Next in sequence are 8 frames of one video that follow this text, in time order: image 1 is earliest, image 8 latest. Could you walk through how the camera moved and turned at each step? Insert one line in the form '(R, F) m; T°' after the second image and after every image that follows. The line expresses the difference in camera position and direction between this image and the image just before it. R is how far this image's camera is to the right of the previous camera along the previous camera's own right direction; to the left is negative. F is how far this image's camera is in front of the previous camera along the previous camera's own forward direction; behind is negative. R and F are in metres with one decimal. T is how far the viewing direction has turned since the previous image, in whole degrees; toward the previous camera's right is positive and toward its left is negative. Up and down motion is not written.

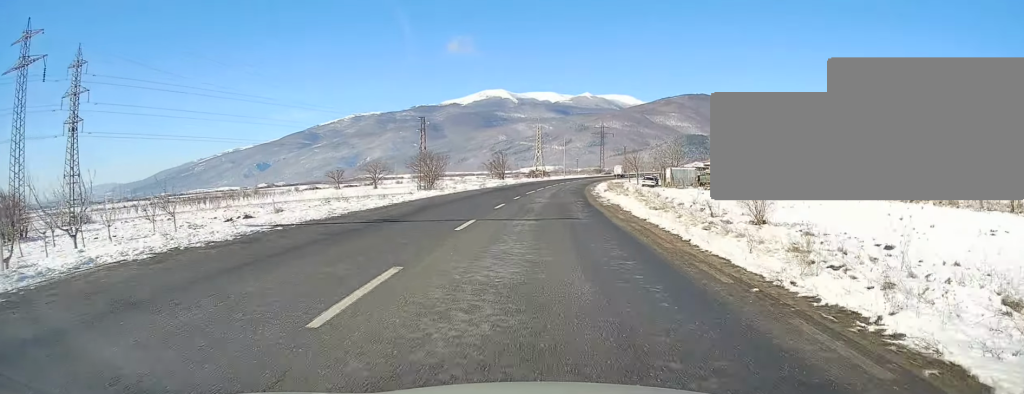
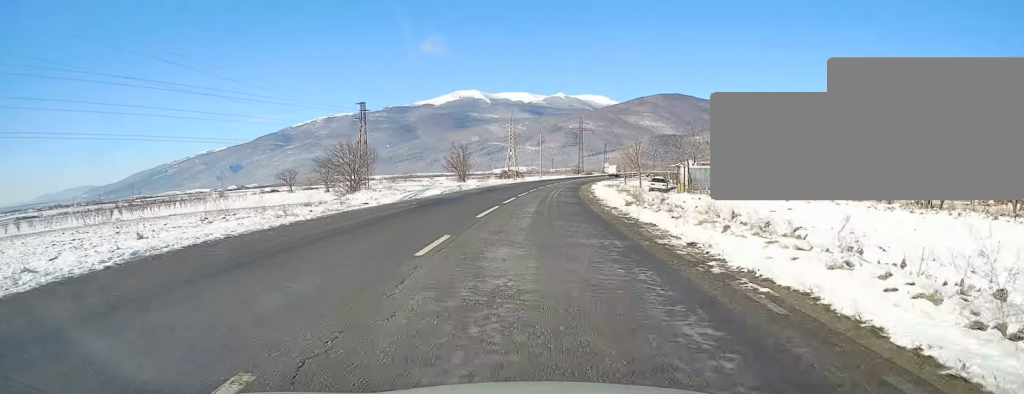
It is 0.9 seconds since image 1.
(+0.5, +21.9) m; +2°
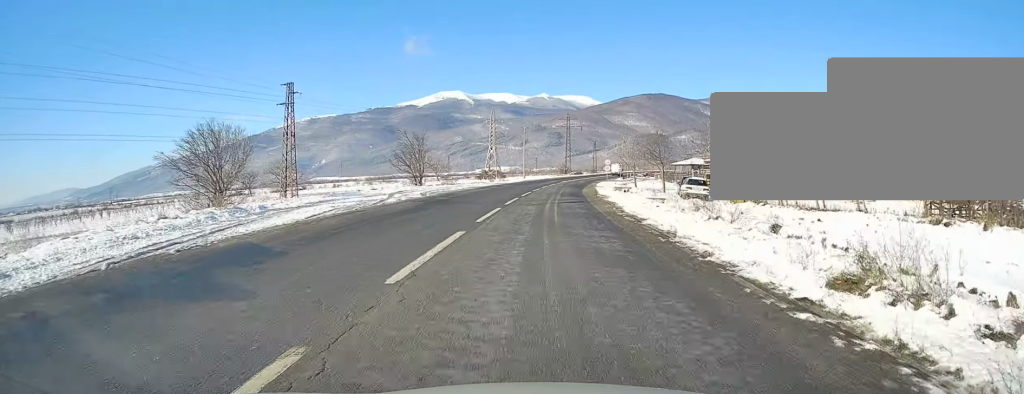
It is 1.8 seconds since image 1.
(+0.1, +19.6) m; +1°
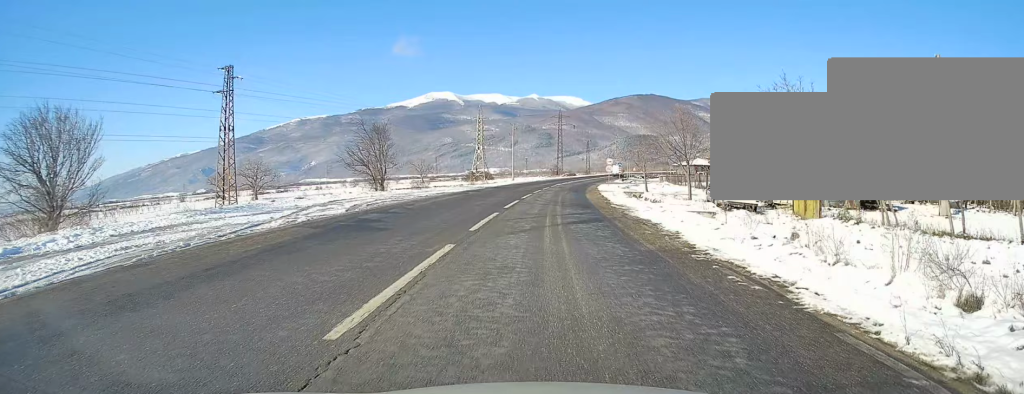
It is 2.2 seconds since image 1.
(+0.1, +11.0) m; +1°
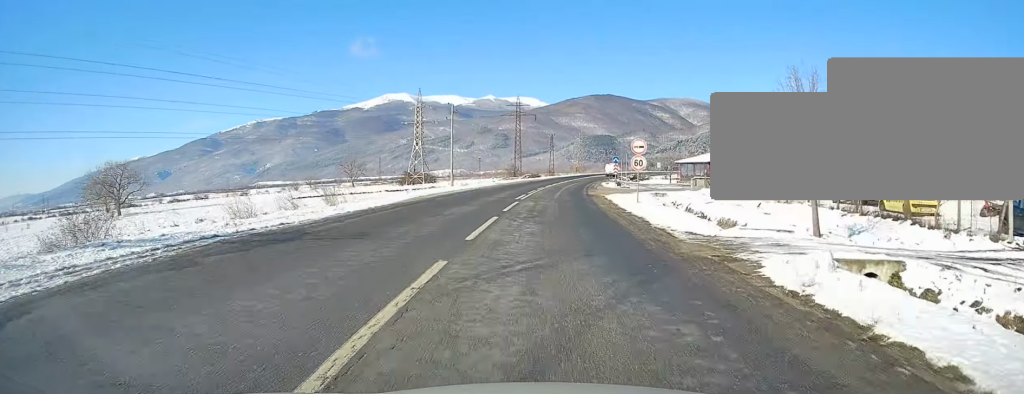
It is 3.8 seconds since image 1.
(+1.2, +37.0) m; +4°
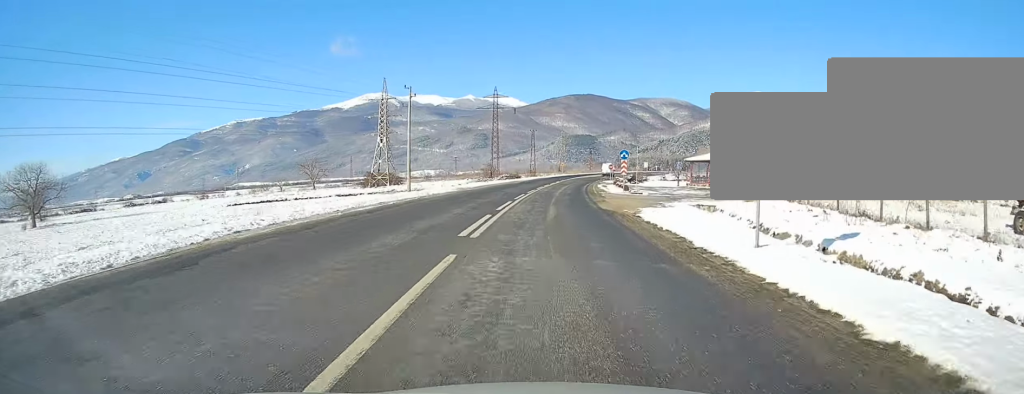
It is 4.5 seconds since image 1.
(+0.1, +17.3) m; +2°
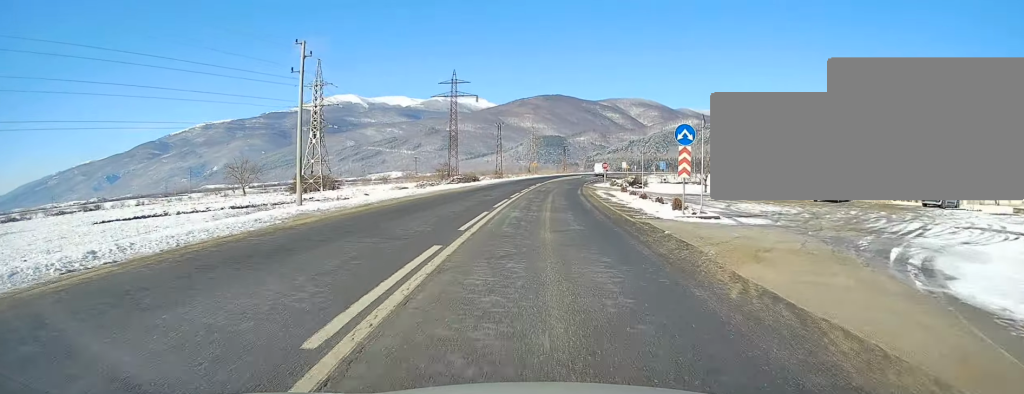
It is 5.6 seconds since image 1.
(+0.8, +24.7) m; +2°
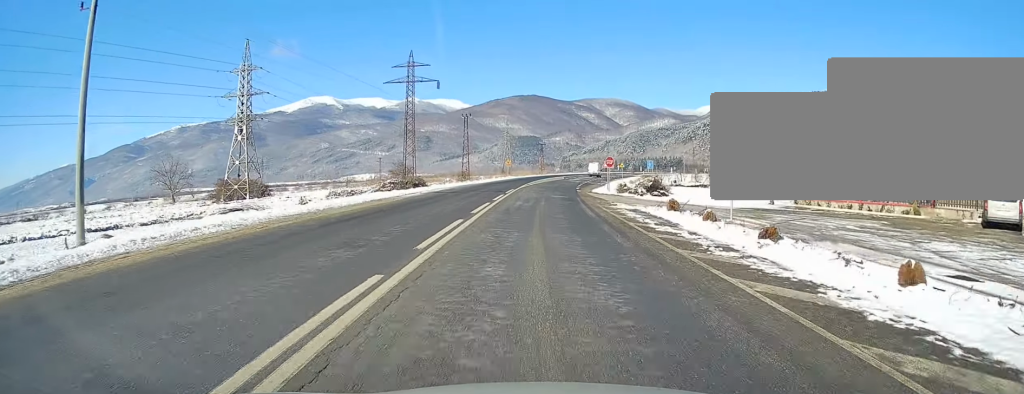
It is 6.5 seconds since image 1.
(+0.1, +20.3) m; +1°
